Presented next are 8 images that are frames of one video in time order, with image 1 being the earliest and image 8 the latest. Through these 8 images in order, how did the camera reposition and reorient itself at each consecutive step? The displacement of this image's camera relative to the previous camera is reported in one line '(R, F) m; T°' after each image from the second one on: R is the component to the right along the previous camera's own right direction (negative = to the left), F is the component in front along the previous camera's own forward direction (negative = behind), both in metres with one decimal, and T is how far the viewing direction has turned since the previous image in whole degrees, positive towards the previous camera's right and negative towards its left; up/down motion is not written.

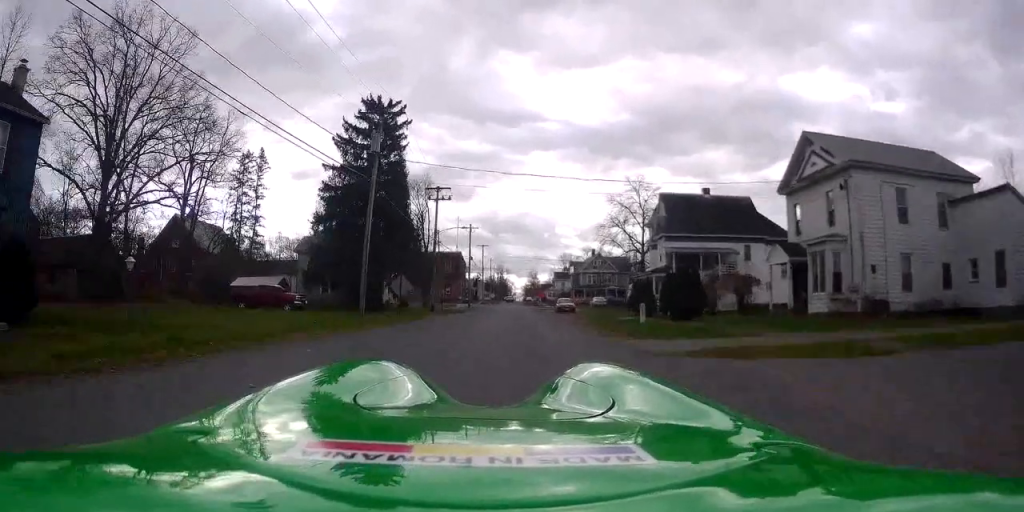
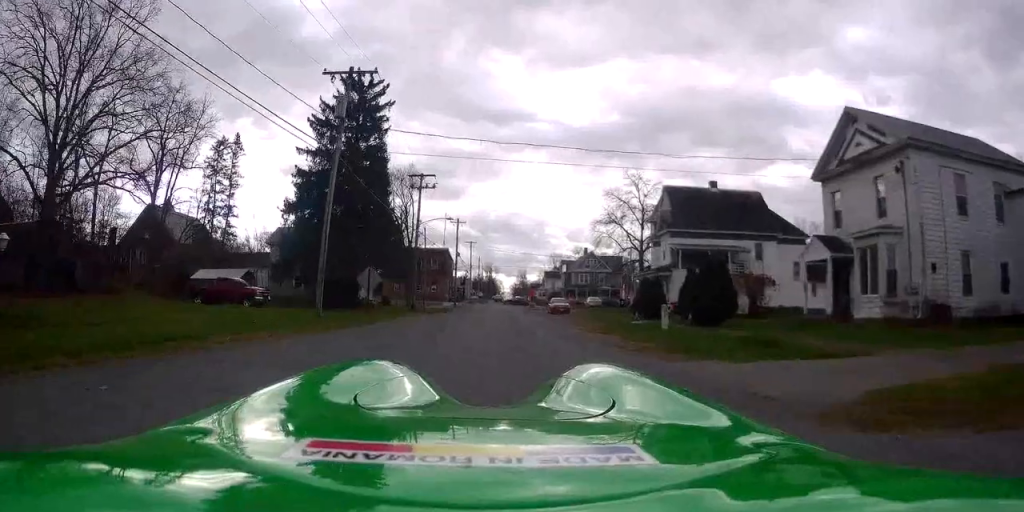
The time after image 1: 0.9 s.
(+0.2, +5.2) m; -3°
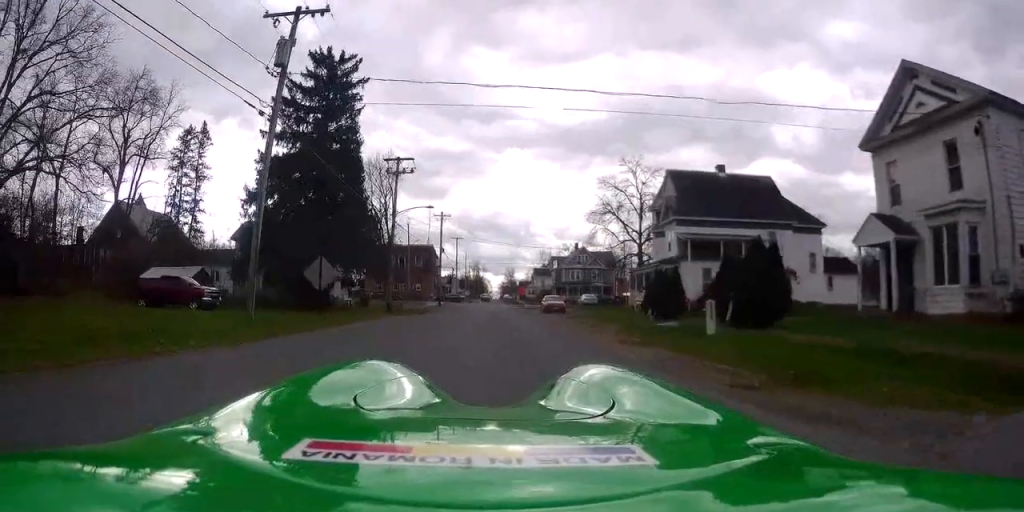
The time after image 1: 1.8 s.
(-0.7, +5.5) m; +1°
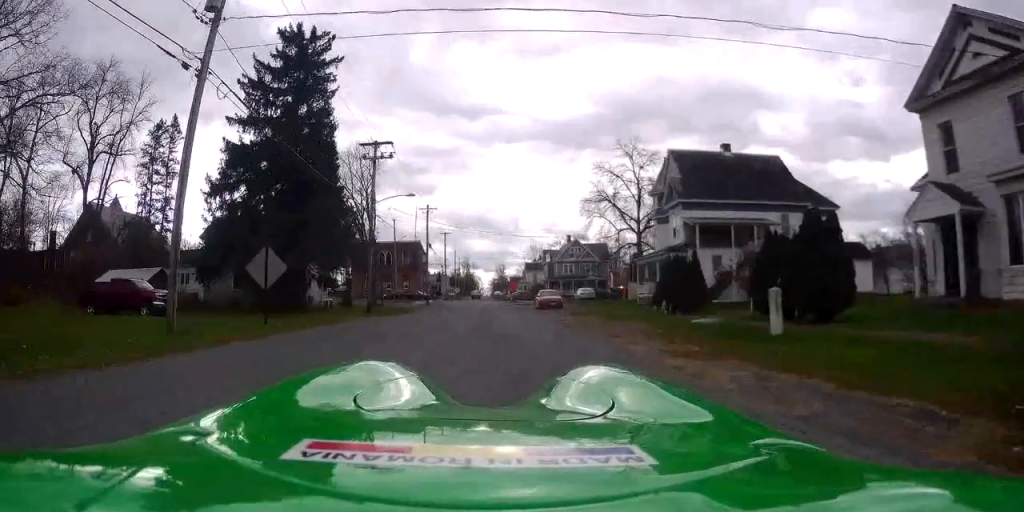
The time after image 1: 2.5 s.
(+0.6, +4.2) m; +7°
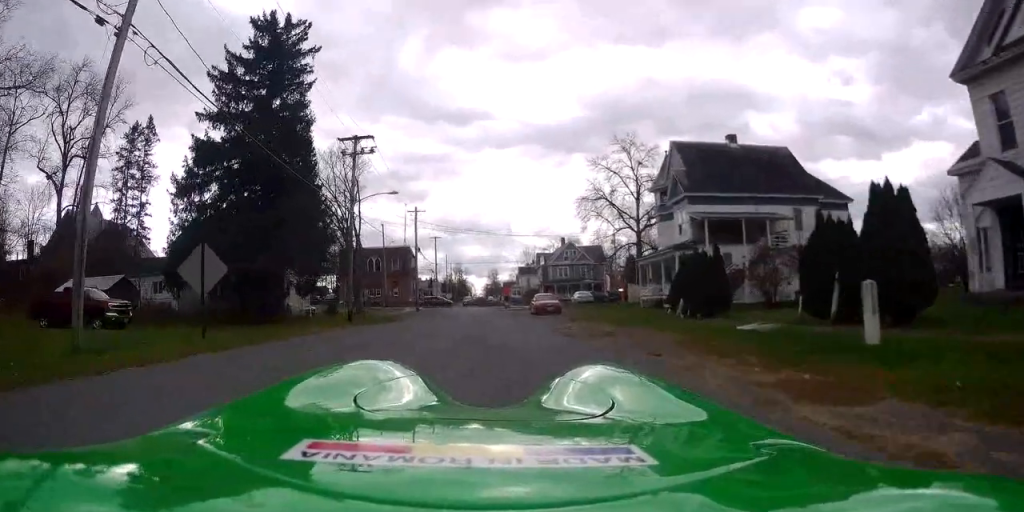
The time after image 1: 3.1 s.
(+0.2, +3.5) m; +3°
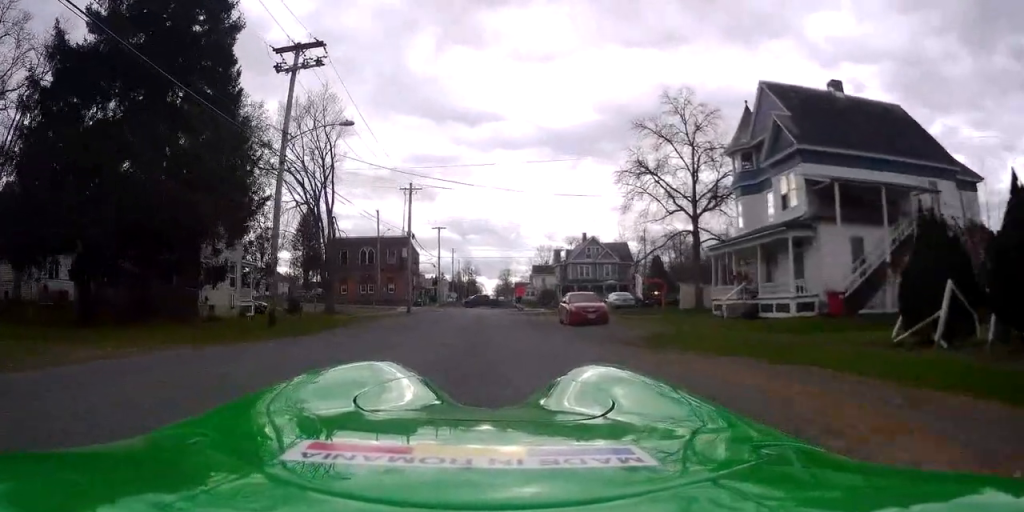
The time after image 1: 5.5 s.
(-0.8, +14.8) m; -7°
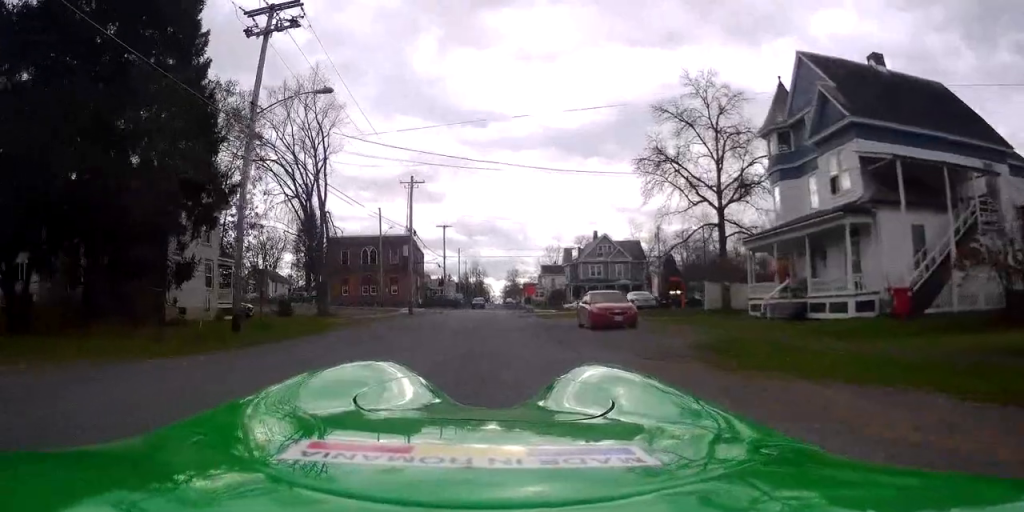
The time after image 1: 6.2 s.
(+0.1, +4.2) m; +2°
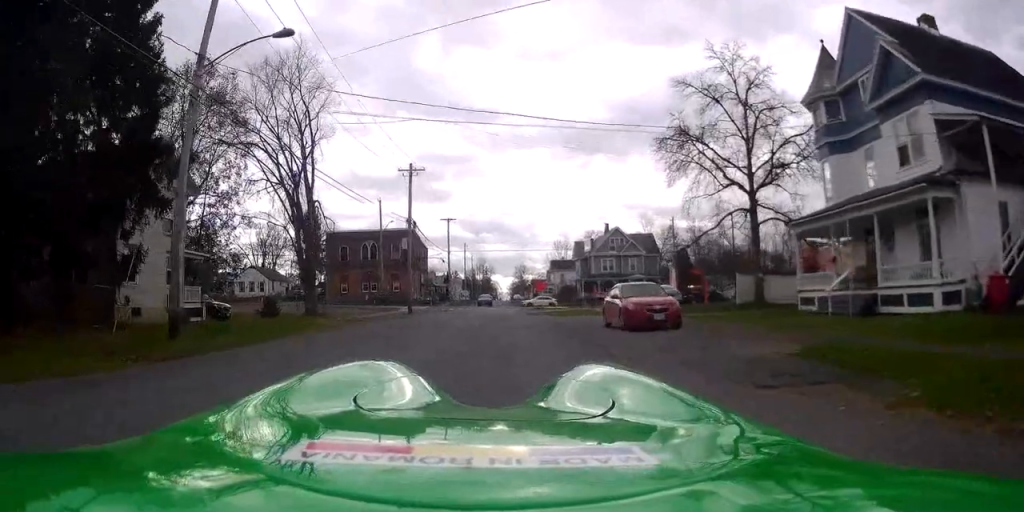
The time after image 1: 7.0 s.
(+0.2, +4.6) m; +1°
